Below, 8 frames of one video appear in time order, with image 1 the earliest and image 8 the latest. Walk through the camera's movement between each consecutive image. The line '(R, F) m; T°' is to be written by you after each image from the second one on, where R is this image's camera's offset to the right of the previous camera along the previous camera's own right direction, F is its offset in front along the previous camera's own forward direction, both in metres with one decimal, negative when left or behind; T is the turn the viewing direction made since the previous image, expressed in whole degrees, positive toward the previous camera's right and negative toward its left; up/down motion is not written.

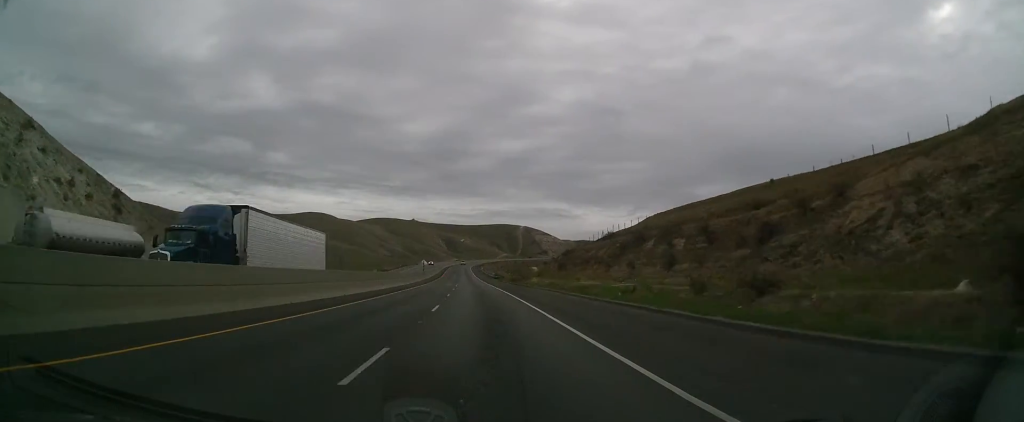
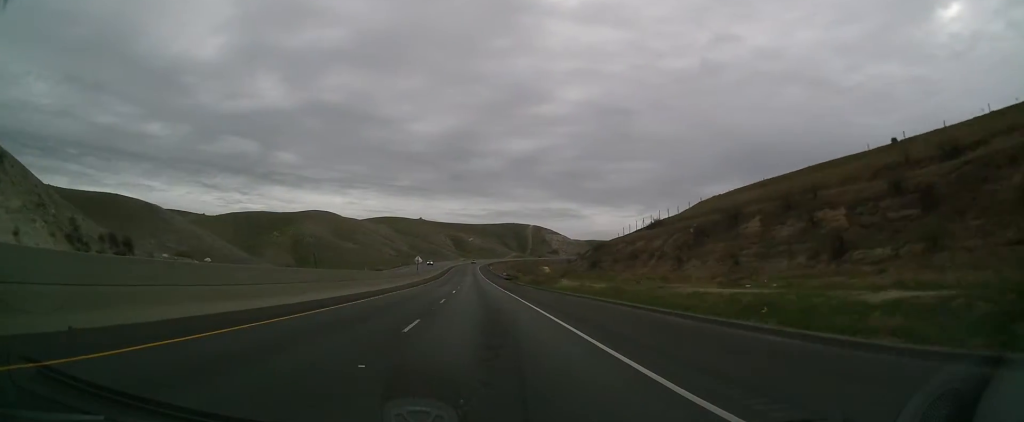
(-0.2, +26.9) m; -1°
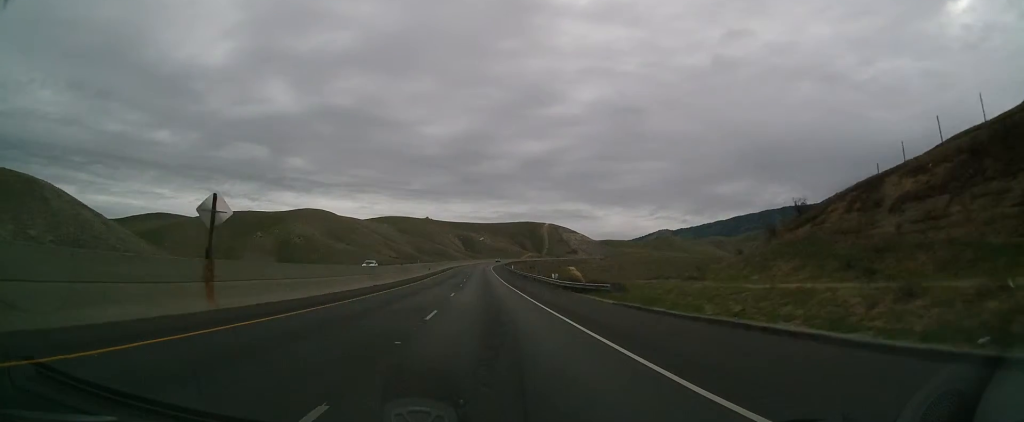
(-1.6, +76.3) m; -2°
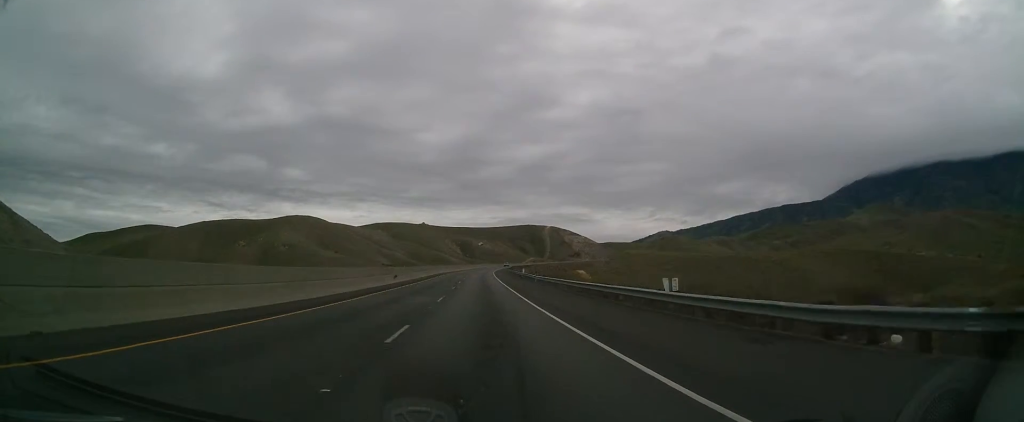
(0.0, +35.7) m; 0°
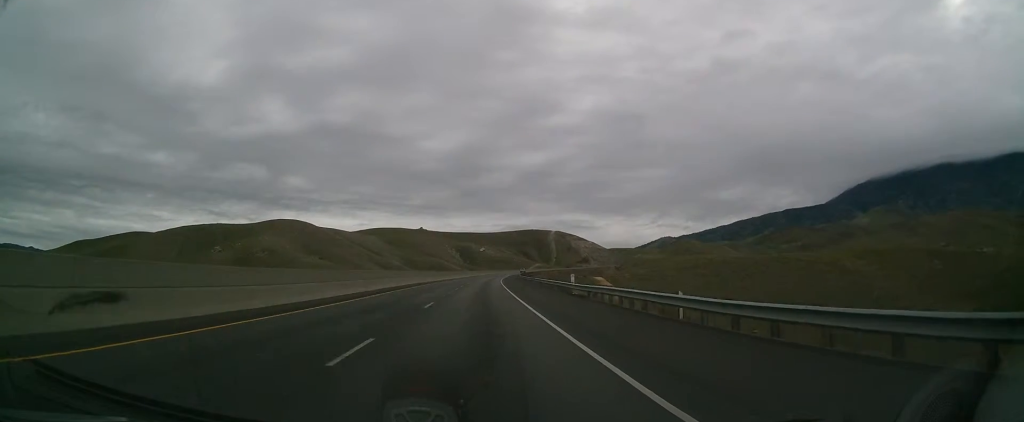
(0.0, +47.1) m; 0°
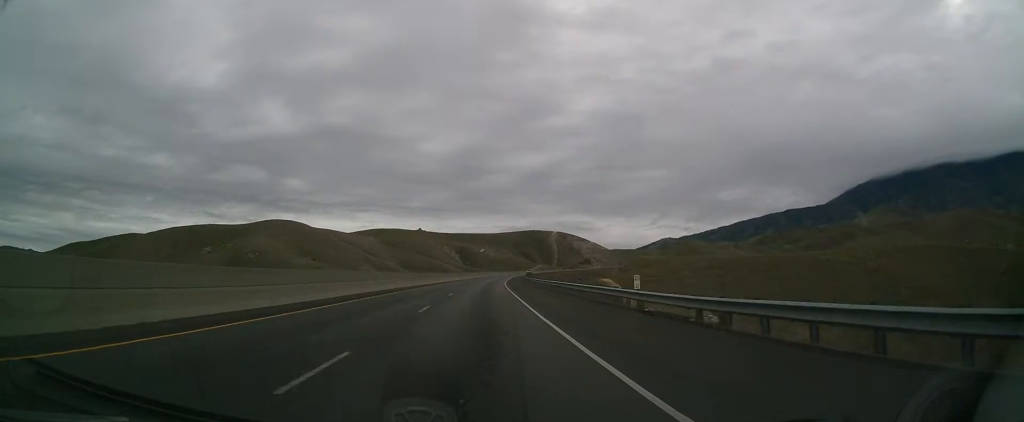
(-0.1, +16.9) m; 0°
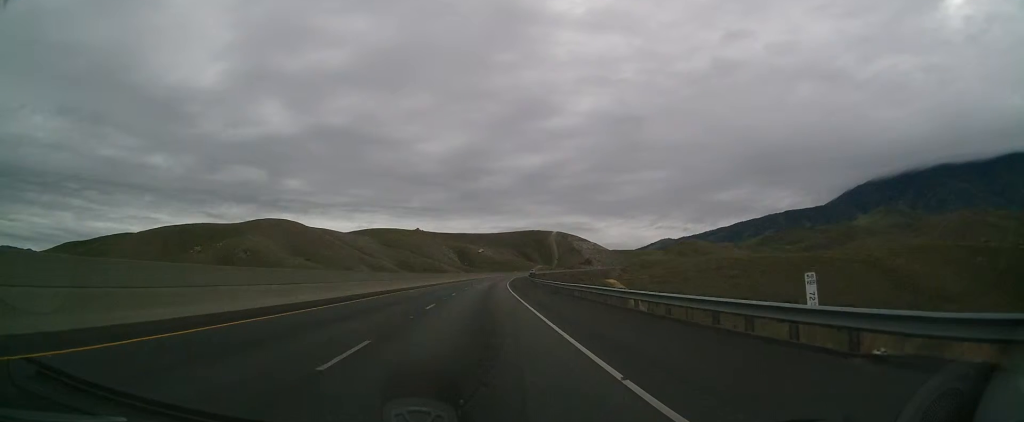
(0.0, +12.9) m; 0°
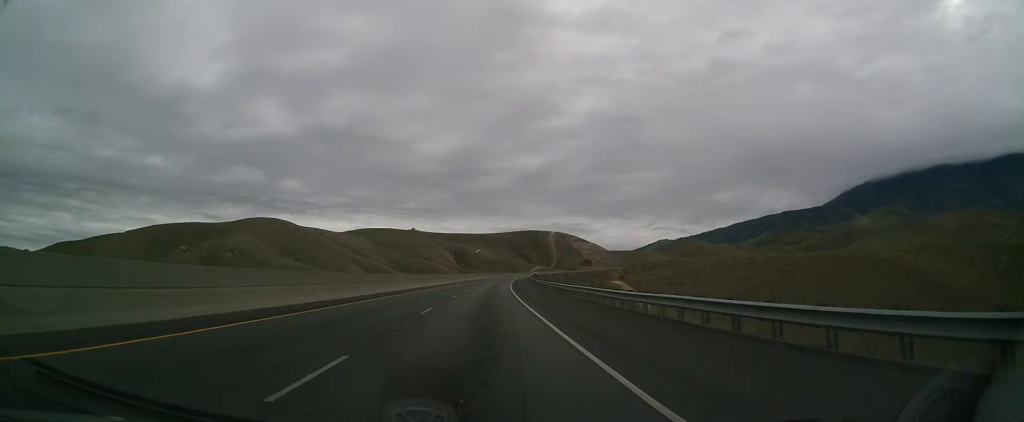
(-0.1, +16.8) m; +1°
